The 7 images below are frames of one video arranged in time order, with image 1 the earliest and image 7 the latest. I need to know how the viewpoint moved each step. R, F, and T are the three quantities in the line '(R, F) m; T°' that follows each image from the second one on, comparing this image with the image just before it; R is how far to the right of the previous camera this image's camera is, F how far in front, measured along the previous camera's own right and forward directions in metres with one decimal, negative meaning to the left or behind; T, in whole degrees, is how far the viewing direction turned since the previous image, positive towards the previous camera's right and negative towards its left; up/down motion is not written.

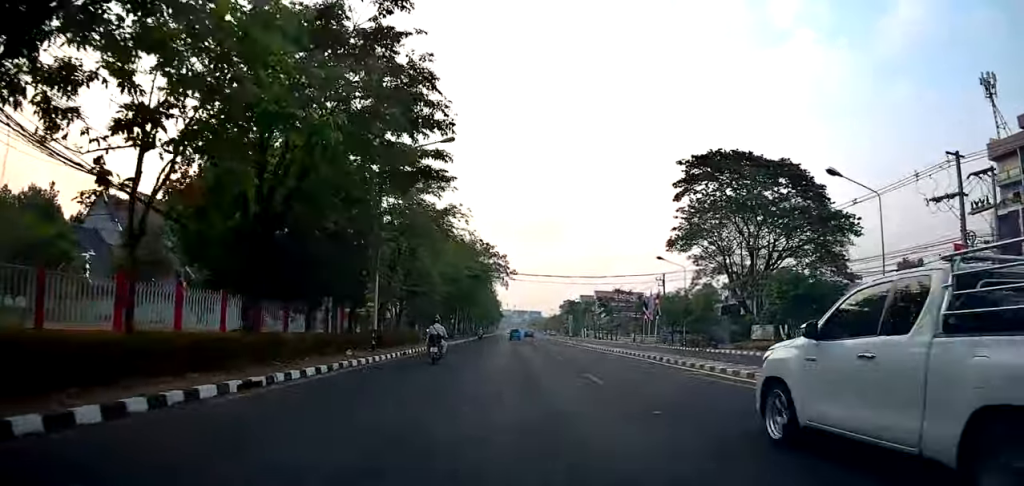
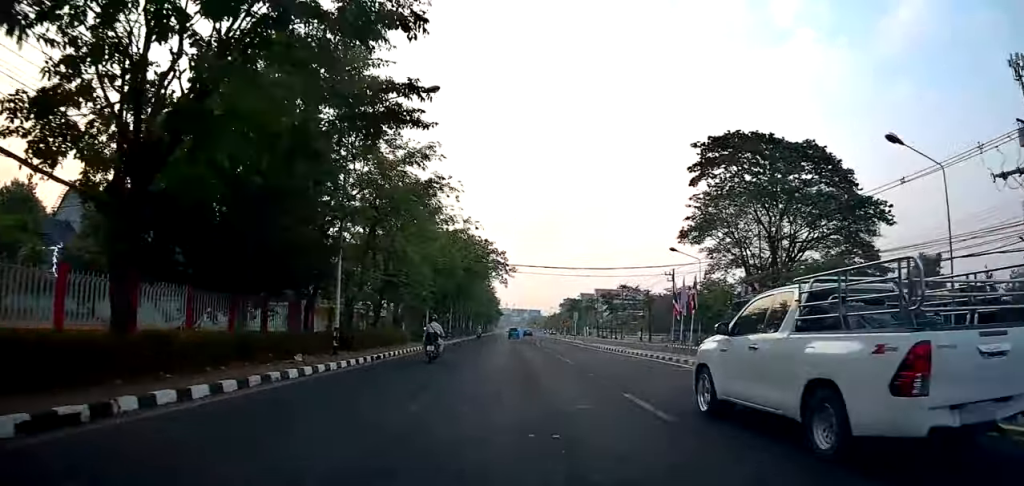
(0.0, +5.2) m; -1°
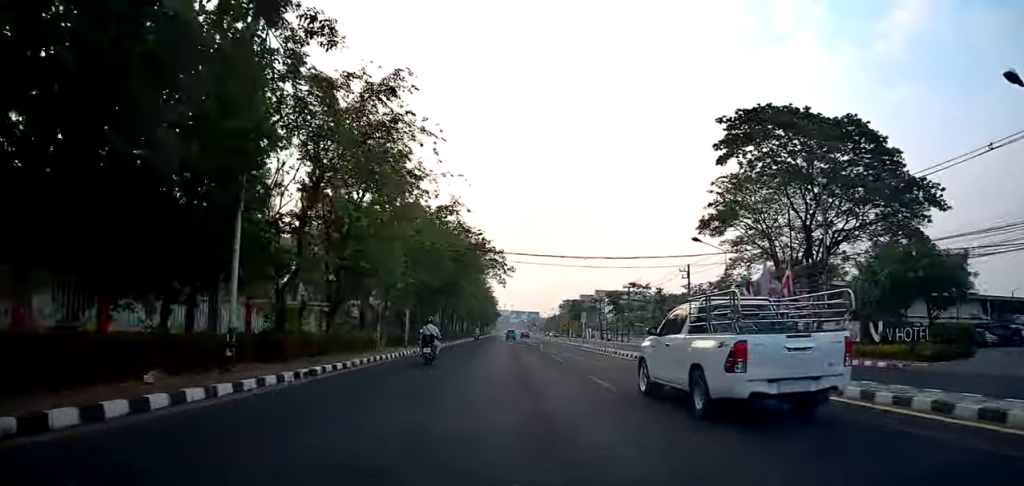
(+0.1, +7.2) m; -1°
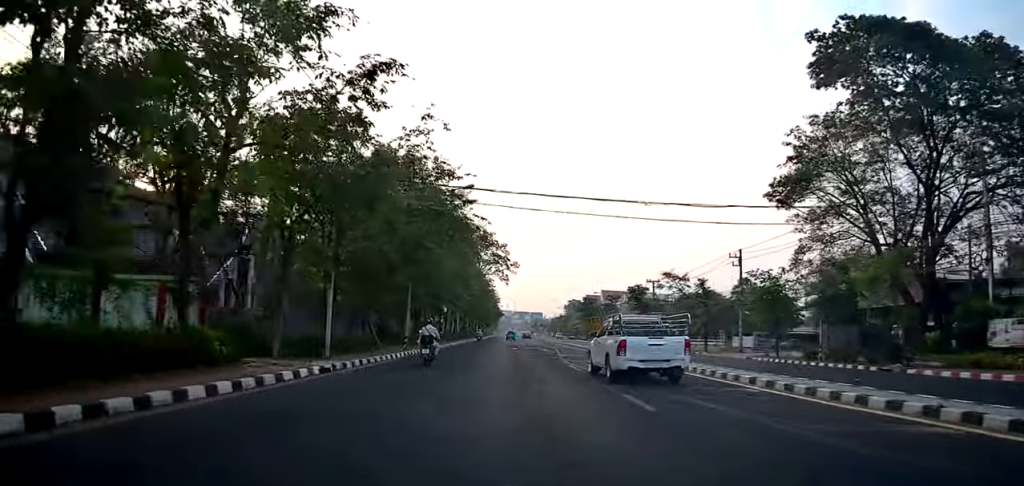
(-0.3, +15.3) m; 0°
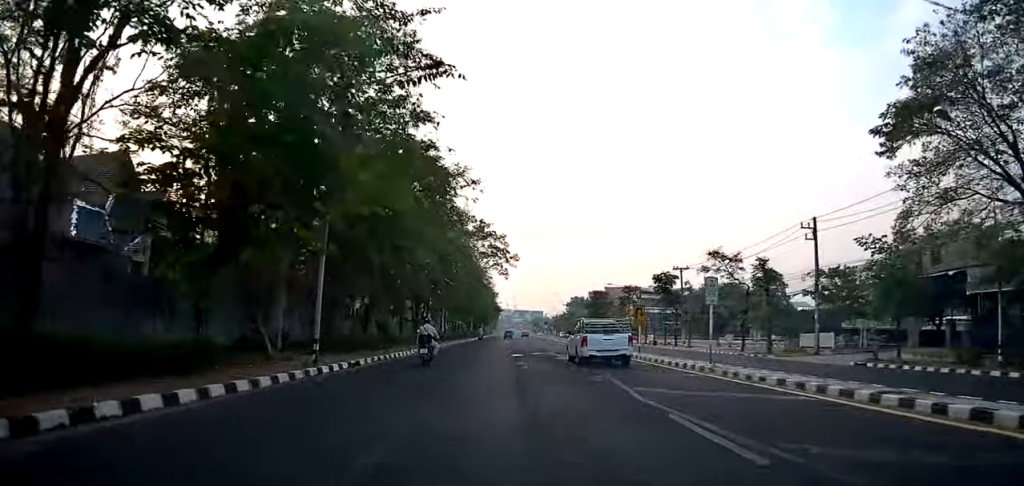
(+0.2, +14.5) m; 0°
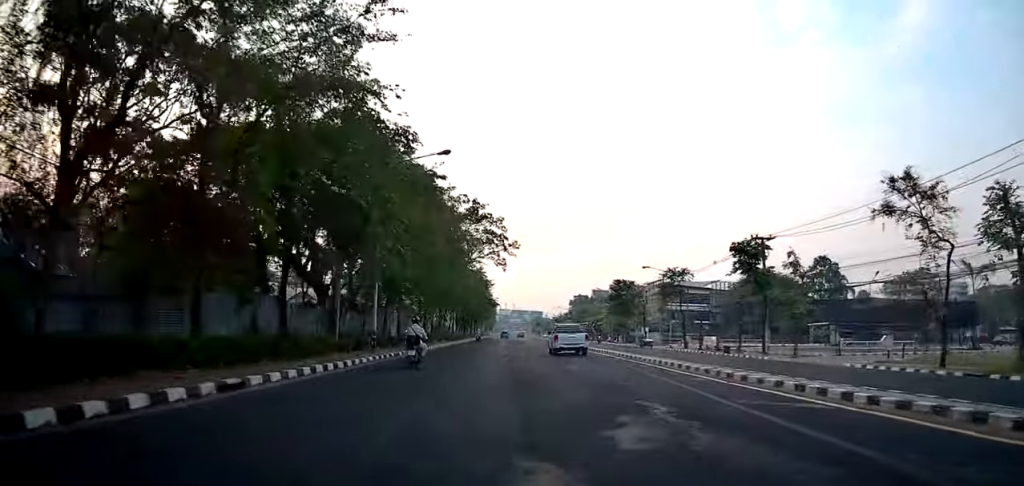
(+0.4, +24.1) m; +1°
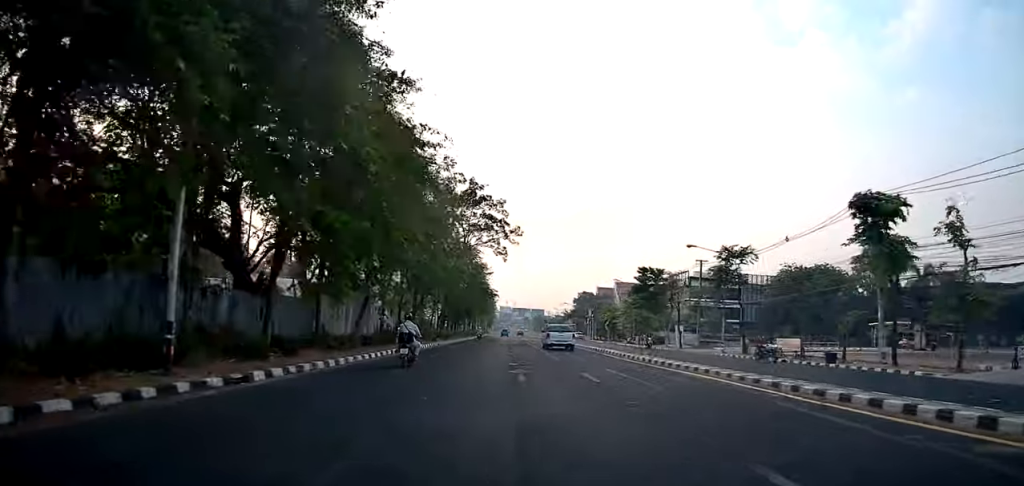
(-0.4, +16.1) m; -2°
